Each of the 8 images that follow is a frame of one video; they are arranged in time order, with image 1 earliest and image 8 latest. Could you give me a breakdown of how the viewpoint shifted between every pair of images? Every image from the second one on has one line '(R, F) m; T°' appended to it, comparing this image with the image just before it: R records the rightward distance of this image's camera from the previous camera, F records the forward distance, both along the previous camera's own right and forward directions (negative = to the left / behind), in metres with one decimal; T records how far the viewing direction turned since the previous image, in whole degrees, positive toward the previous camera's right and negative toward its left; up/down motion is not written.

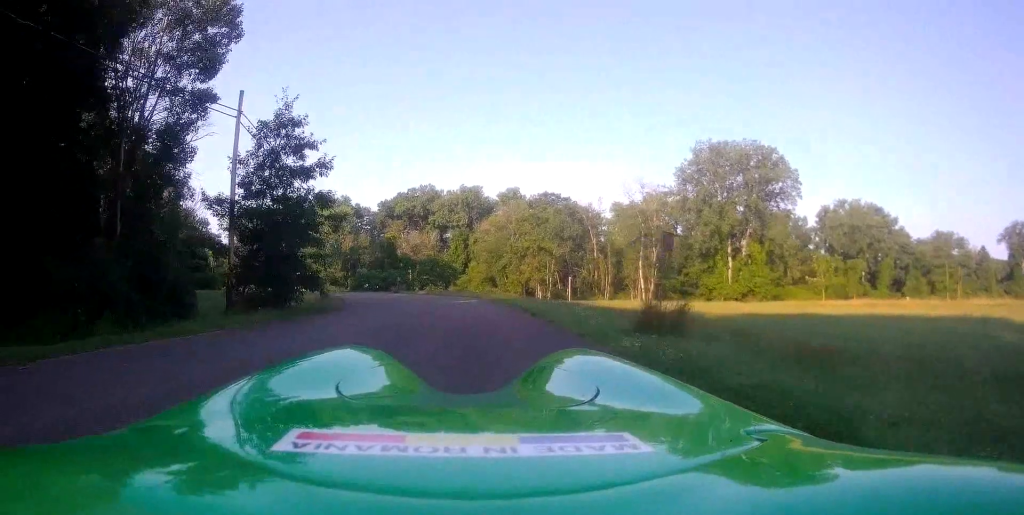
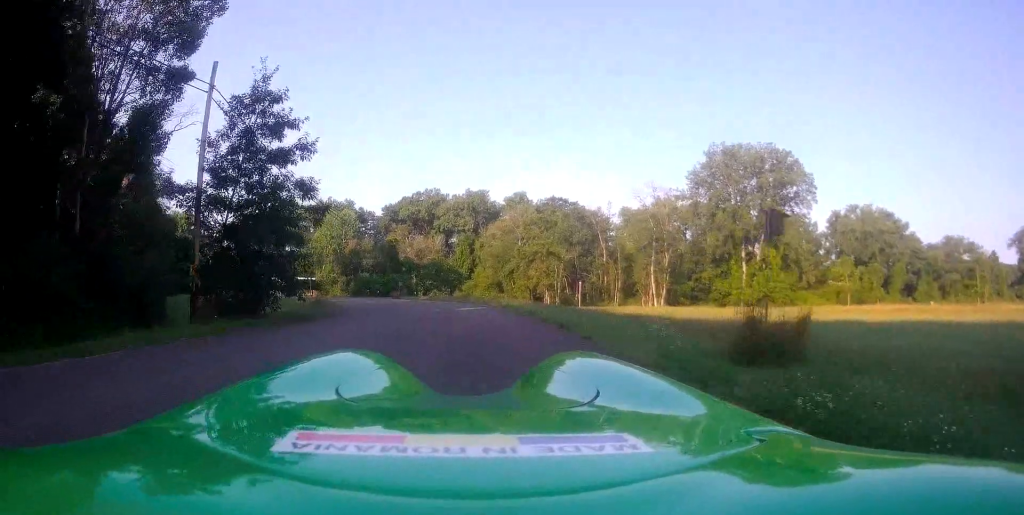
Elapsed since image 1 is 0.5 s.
(0.0, +3.5) m; +2°
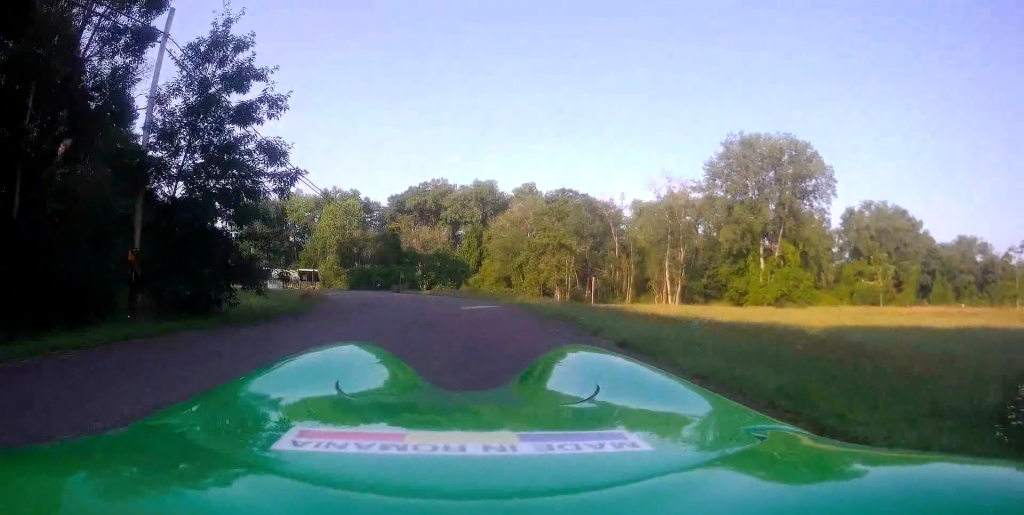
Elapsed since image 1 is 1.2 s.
(+0.1, +4.0) m; -3°
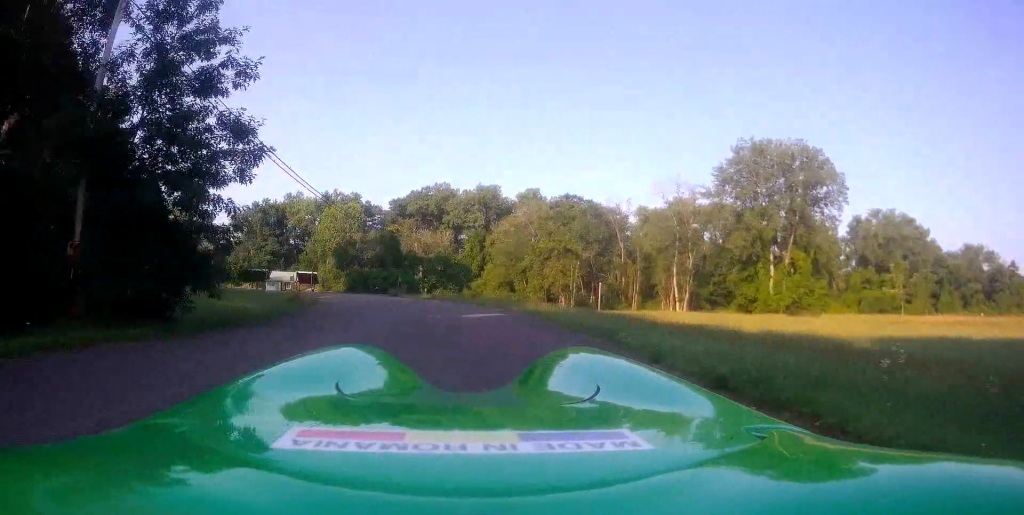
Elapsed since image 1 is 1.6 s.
(+0.1, +2.7) m; -2°
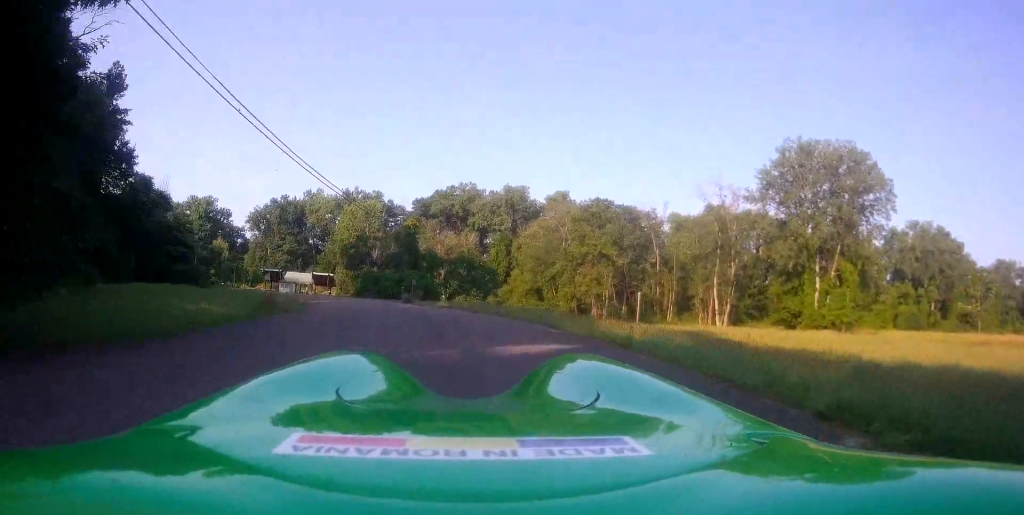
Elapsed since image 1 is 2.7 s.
(-0.6, +7.1) m; -1°
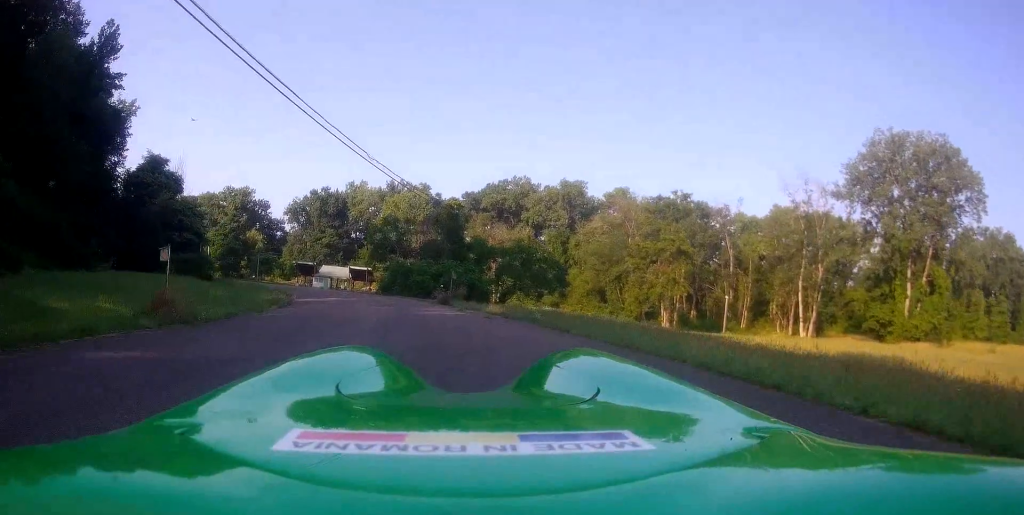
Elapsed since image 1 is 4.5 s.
(+0.6, +11.1) m; -5°
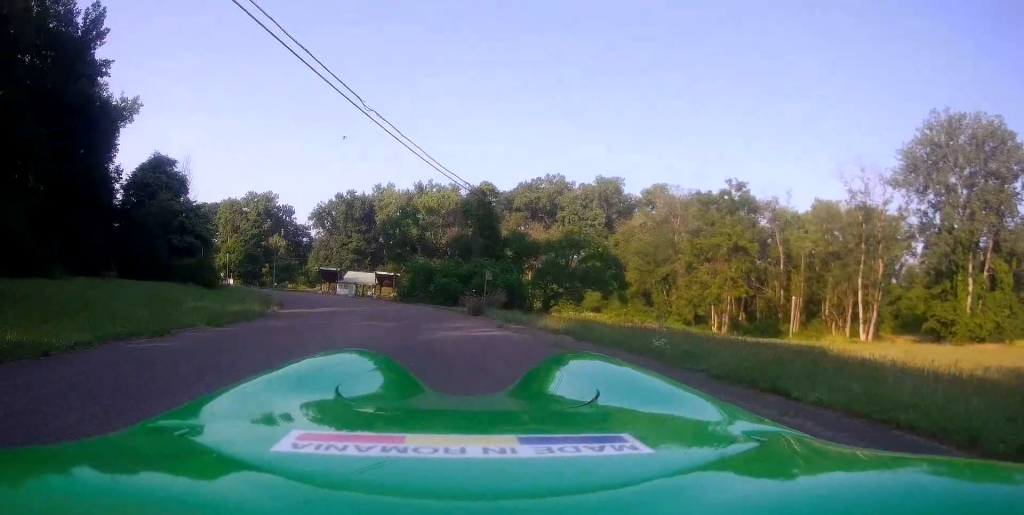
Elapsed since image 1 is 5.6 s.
(-0.8, +6.8) m; -7°
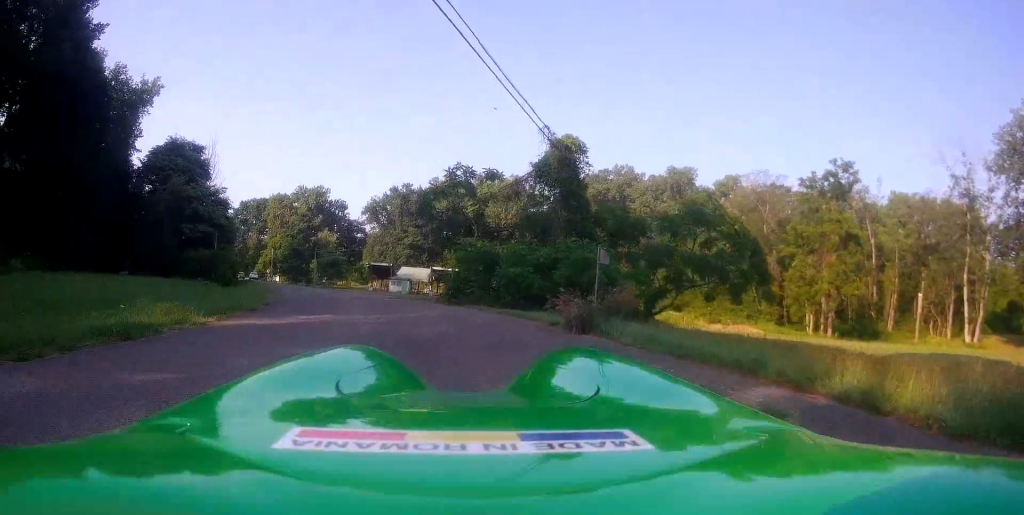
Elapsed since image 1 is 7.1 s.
(0.0, +9.7) m; -2°
